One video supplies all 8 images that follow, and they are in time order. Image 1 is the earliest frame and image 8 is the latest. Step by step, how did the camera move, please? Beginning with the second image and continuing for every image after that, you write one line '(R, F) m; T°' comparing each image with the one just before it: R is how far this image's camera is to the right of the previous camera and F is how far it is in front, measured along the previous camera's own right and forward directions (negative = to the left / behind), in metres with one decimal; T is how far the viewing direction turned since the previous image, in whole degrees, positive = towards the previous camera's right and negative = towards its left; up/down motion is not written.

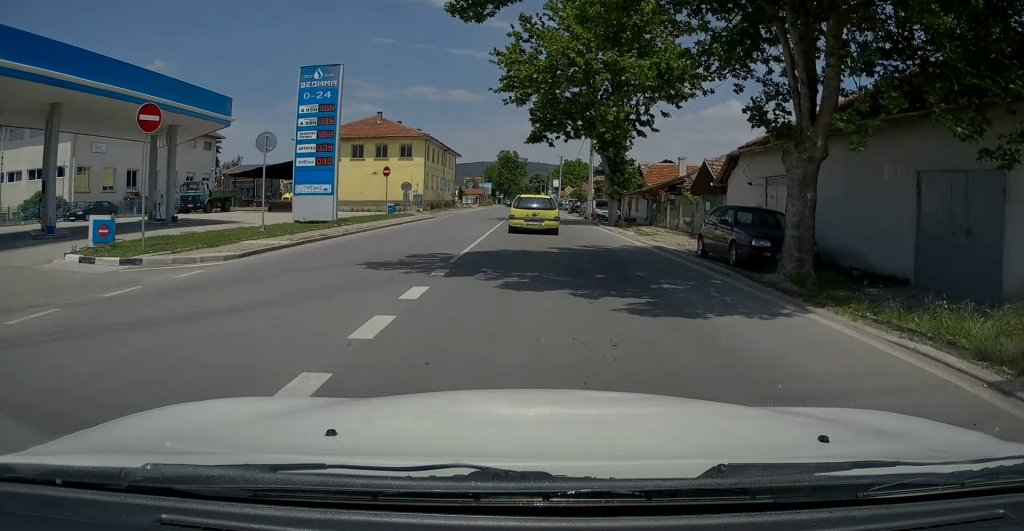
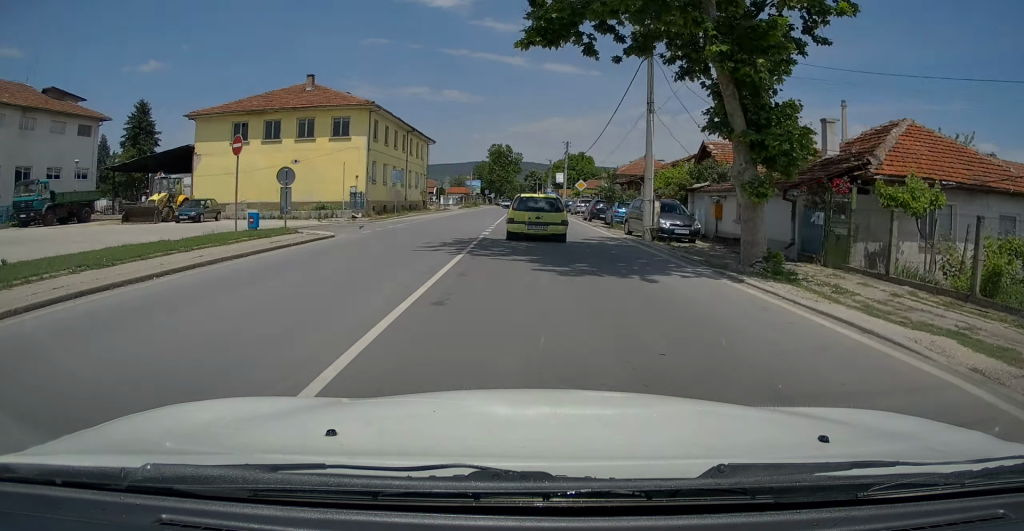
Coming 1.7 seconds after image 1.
(-0.1, +20.5) m; 0°
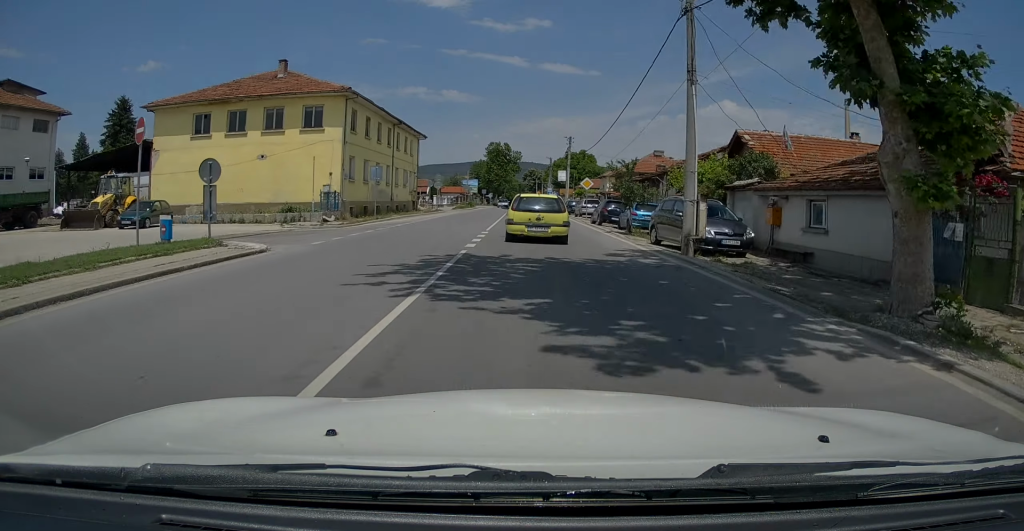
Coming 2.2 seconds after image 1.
(0.0, +5.4) m; 0°
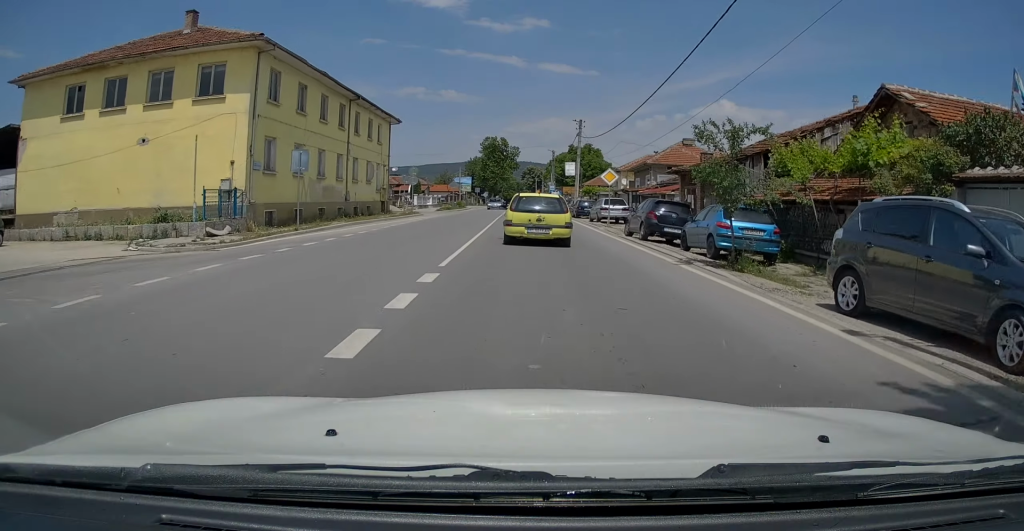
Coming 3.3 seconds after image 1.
(0.0, +12.2) m; +1°
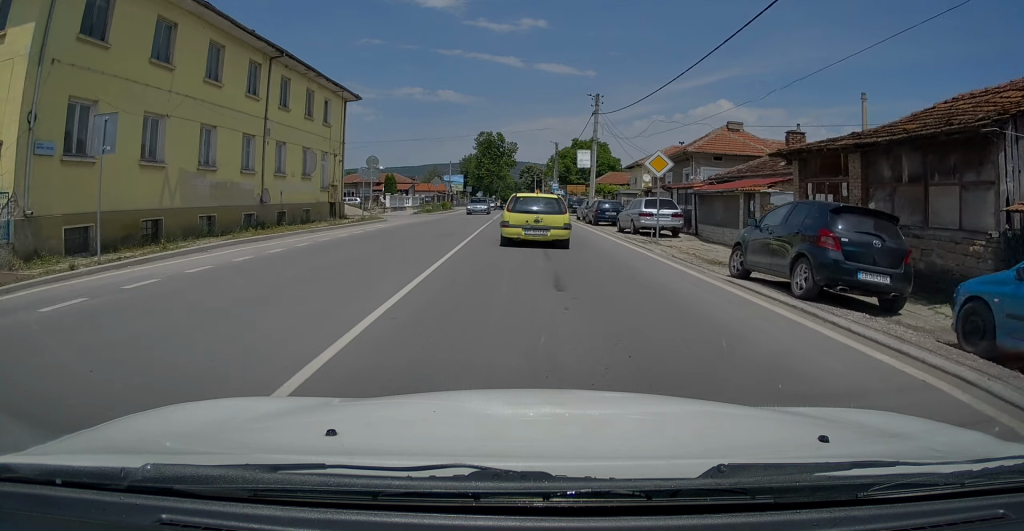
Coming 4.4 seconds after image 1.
(+0.1, +12.2) m; 0°
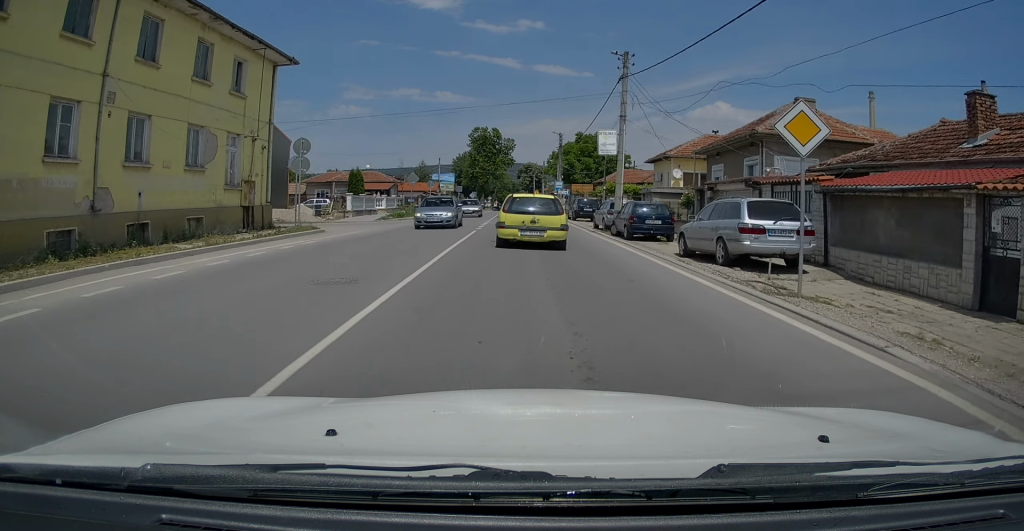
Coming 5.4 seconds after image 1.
(0.0, +10.9) m; 0°
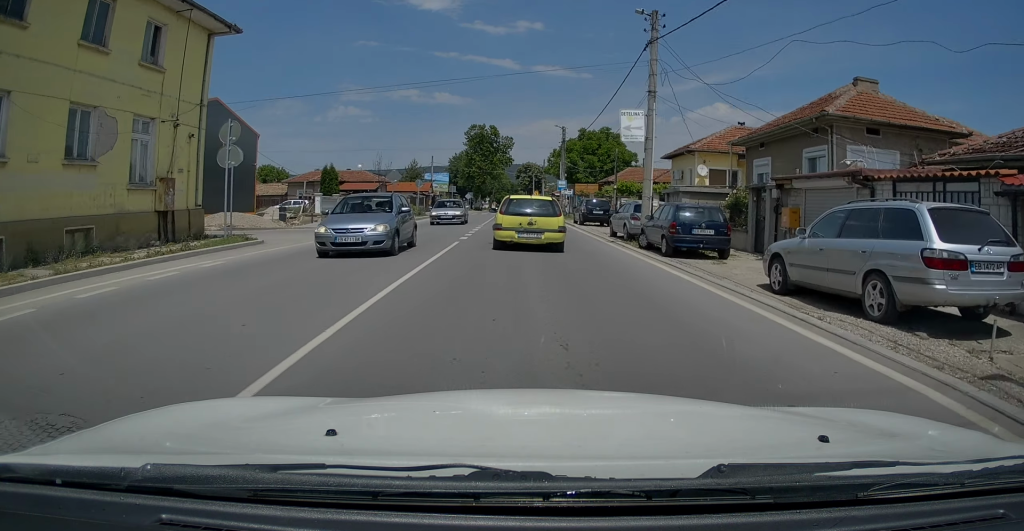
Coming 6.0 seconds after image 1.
(+0.1, +5.9) m; 0°
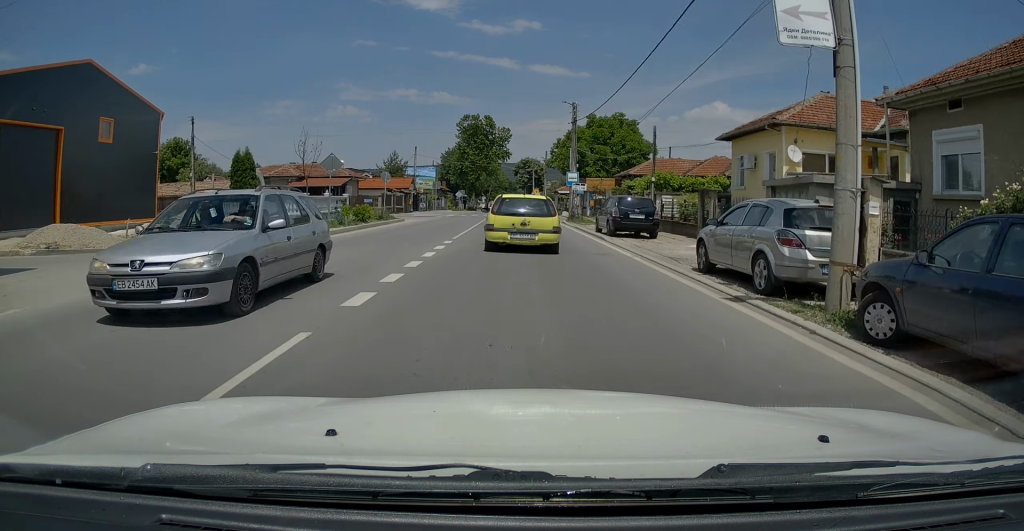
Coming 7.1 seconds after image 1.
(0.0, +11.9) m; -1°
